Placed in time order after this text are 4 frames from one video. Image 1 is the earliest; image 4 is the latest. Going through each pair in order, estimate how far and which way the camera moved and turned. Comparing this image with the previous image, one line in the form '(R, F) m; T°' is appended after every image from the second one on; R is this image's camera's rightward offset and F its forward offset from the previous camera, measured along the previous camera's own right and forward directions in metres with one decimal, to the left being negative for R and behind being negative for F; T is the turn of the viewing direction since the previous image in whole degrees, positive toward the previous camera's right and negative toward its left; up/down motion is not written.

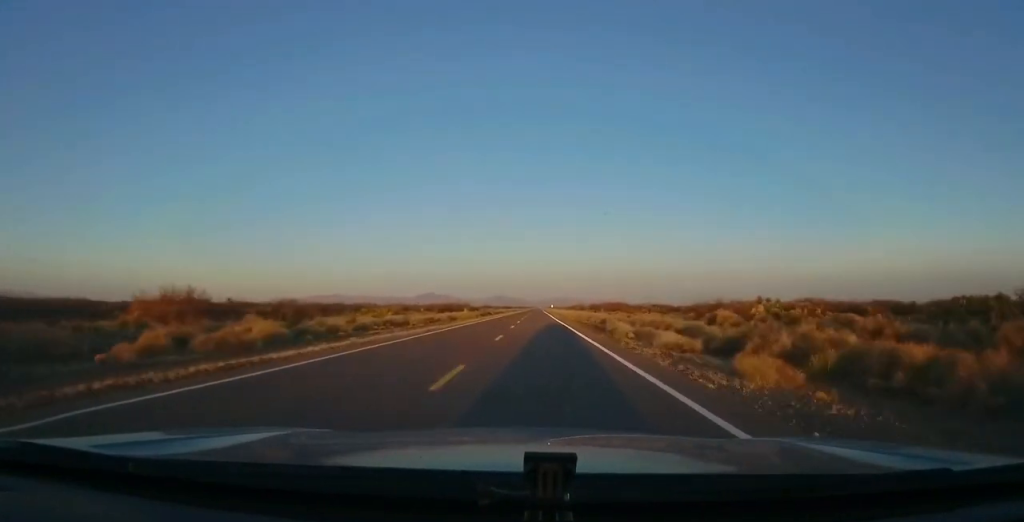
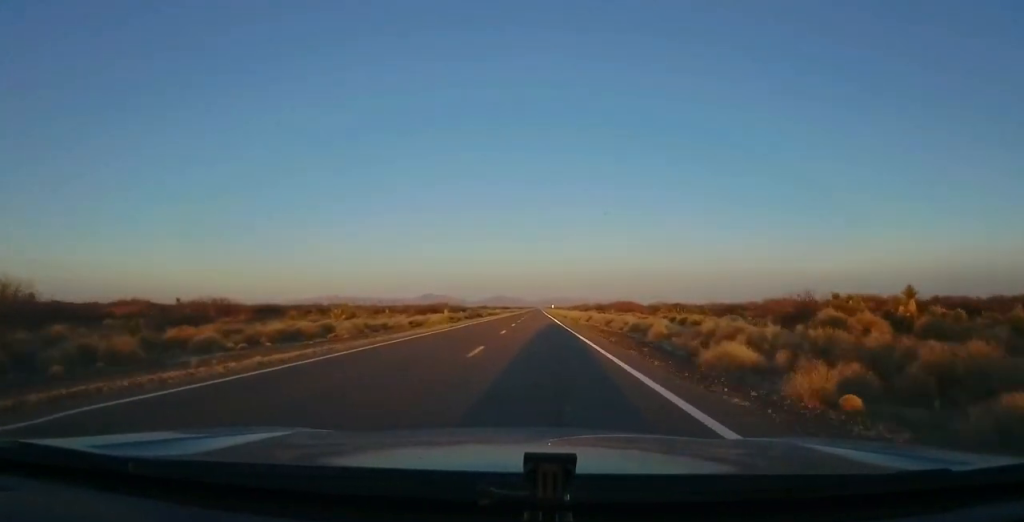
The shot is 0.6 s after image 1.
(0.0, +18.5) m; 0°
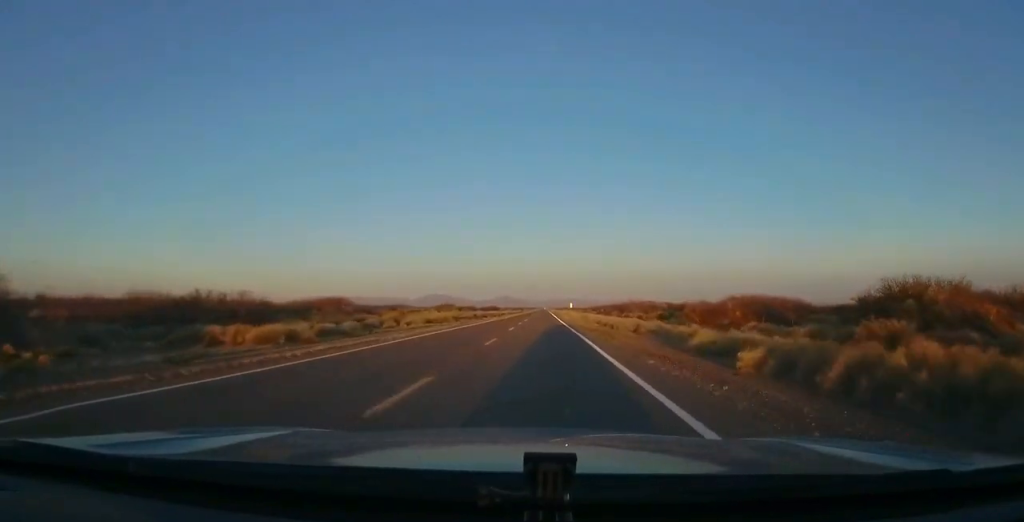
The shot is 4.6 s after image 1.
(-1.1, +114.9) m; -1°
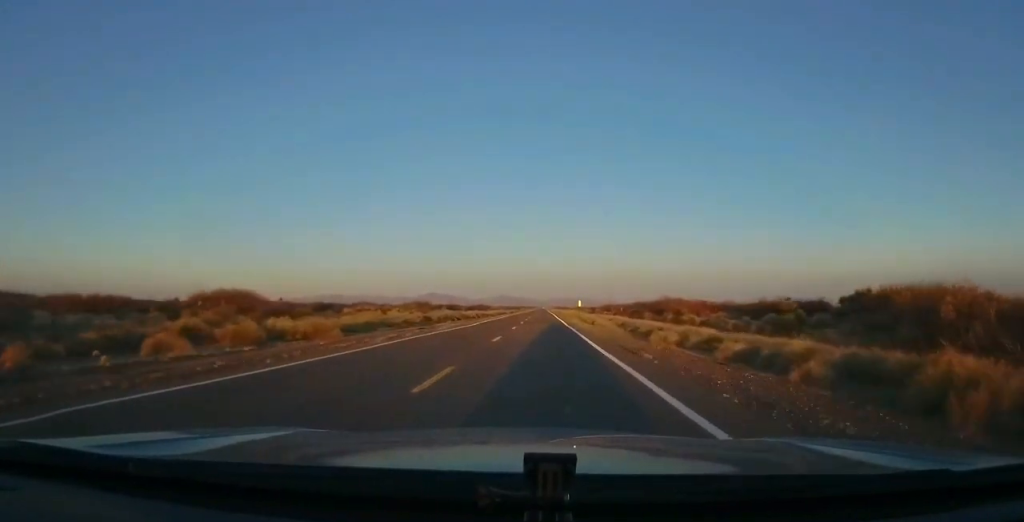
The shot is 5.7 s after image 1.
(+0.5, +34.2) m; +1°
